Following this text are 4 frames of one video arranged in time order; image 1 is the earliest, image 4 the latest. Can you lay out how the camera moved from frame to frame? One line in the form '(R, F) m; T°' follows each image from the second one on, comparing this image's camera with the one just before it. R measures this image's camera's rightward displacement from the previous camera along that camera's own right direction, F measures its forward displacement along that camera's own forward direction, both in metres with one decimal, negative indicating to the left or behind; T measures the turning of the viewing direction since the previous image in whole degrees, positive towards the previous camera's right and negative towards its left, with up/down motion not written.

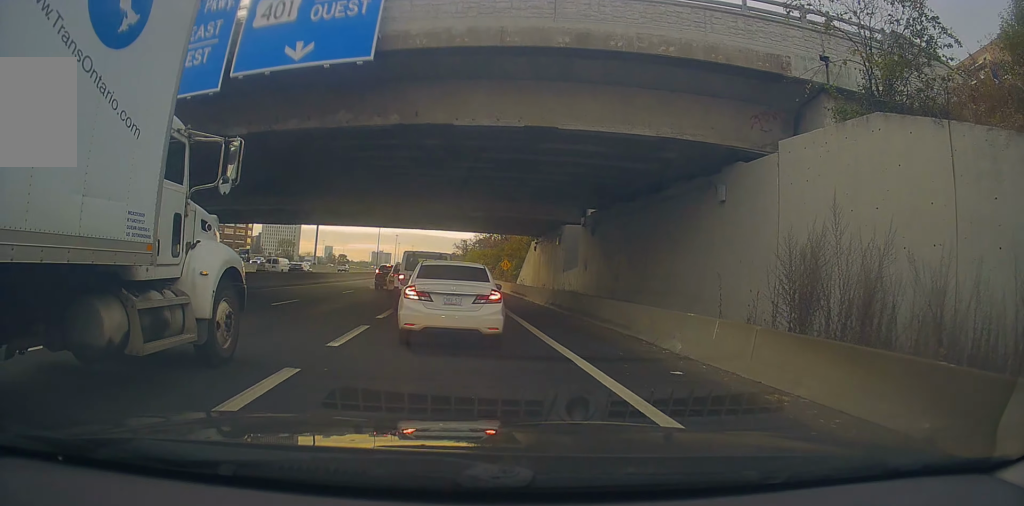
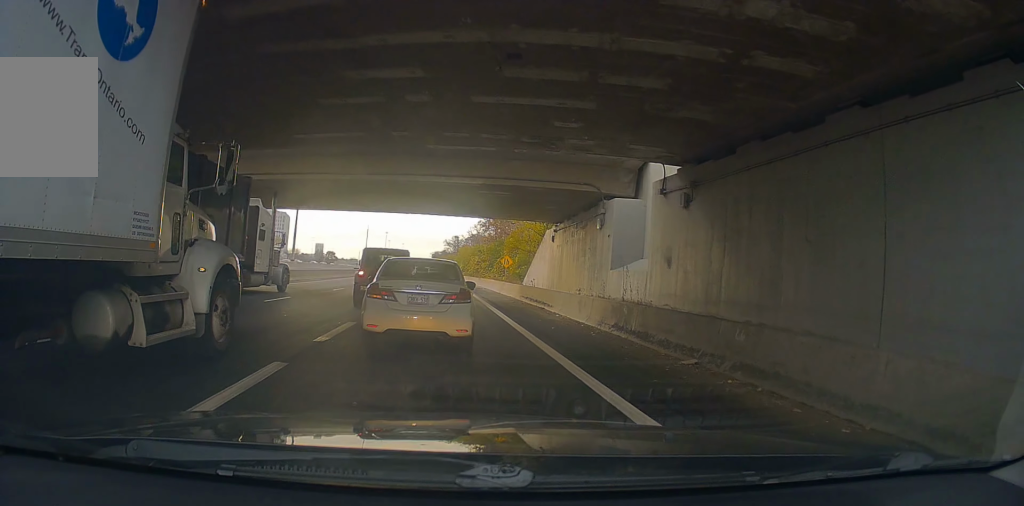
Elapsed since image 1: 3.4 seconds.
(+0.1, +13.2) m; -7°
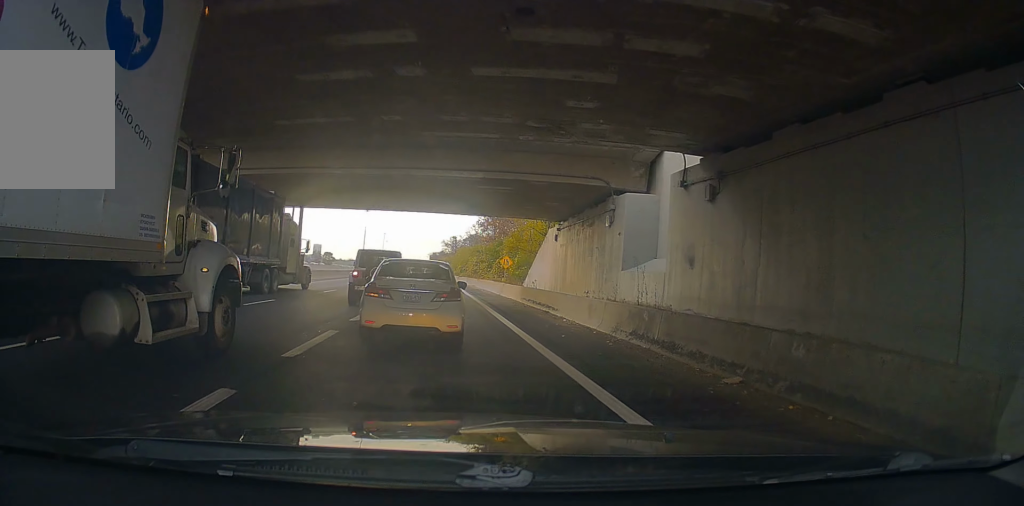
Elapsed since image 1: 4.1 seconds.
(+0.1, +2.2) m; -1°
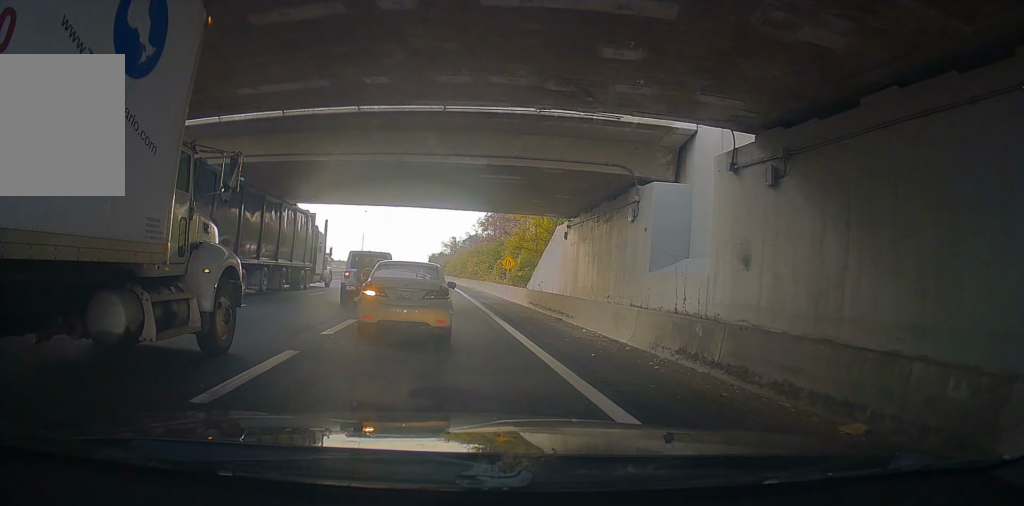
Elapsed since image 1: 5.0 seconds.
(-0.2, +2.9) m; +2°
